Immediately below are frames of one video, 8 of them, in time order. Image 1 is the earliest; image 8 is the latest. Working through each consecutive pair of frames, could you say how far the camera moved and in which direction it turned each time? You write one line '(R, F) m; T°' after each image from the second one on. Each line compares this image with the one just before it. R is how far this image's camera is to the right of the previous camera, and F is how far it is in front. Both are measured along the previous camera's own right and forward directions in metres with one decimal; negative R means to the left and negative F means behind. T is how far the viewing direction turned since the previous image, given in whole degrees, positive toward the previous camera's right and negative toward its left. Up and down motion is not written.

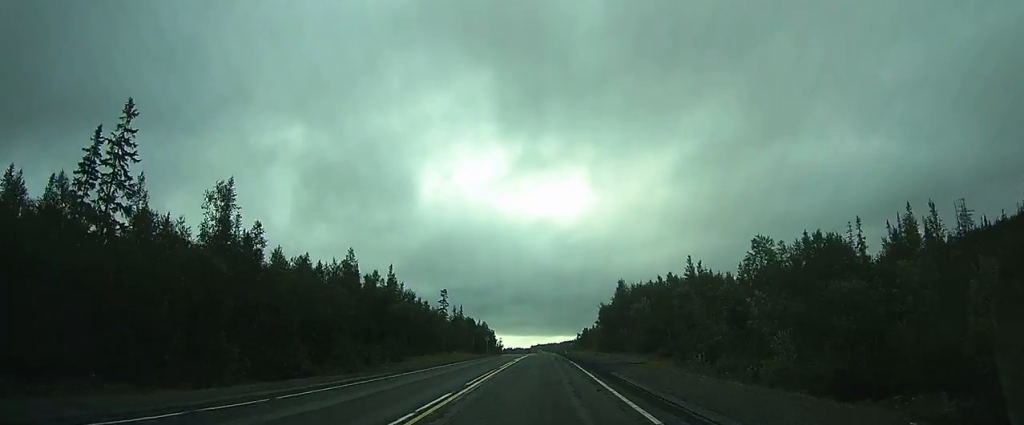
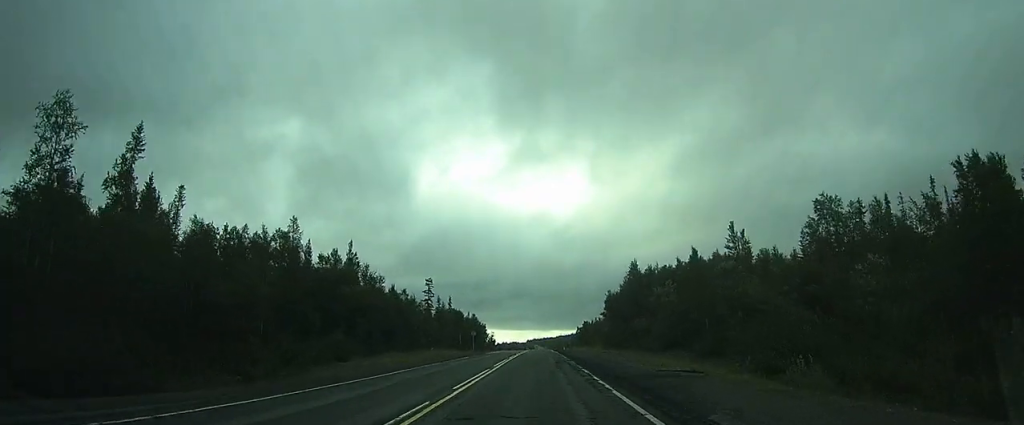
(0.0, +15.0) m; 0°
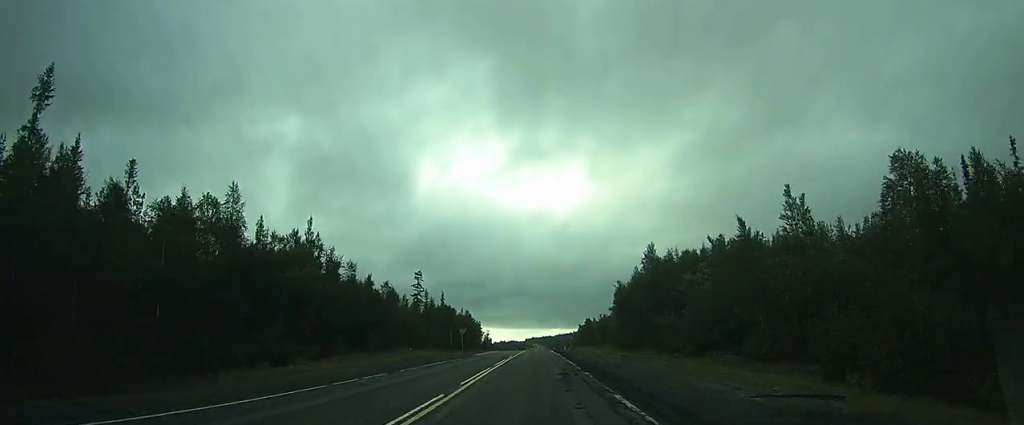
(-0.1, +10.9) m; 0°
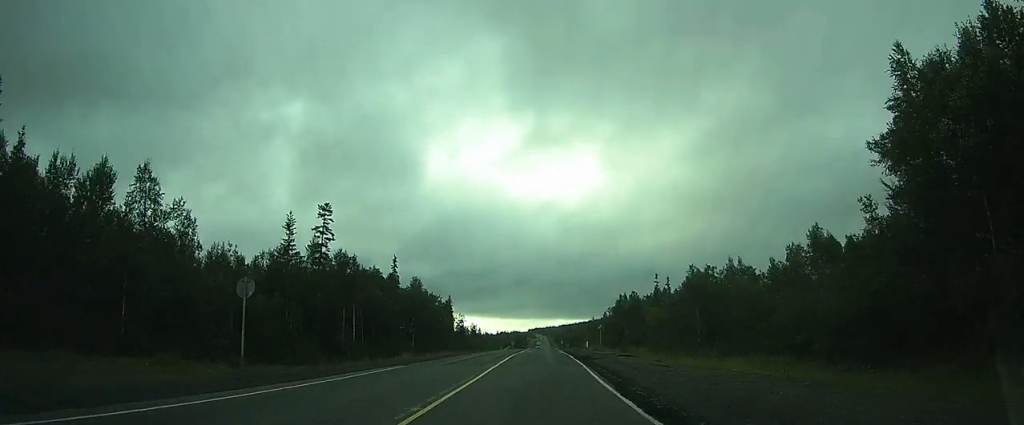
(-0.3, +56.7) m; -1°
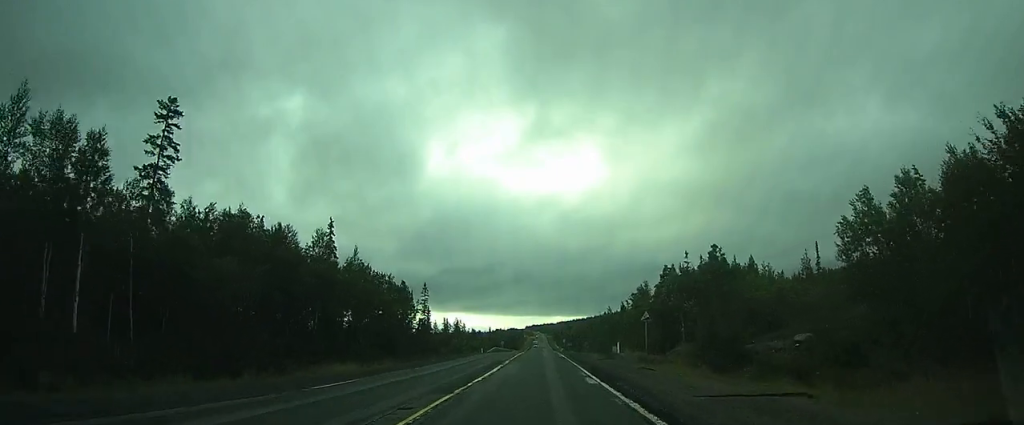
(-0.2, +31.6) m; 0°
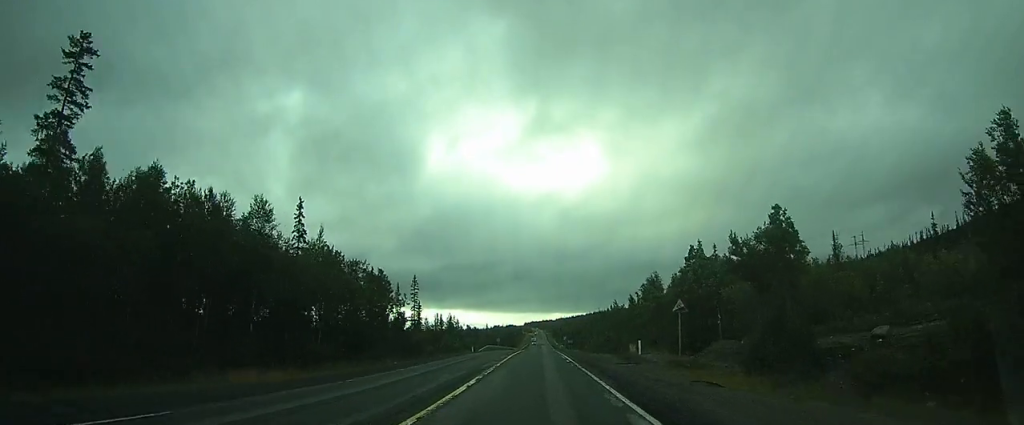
(+0.1, +9.8) m; 0°
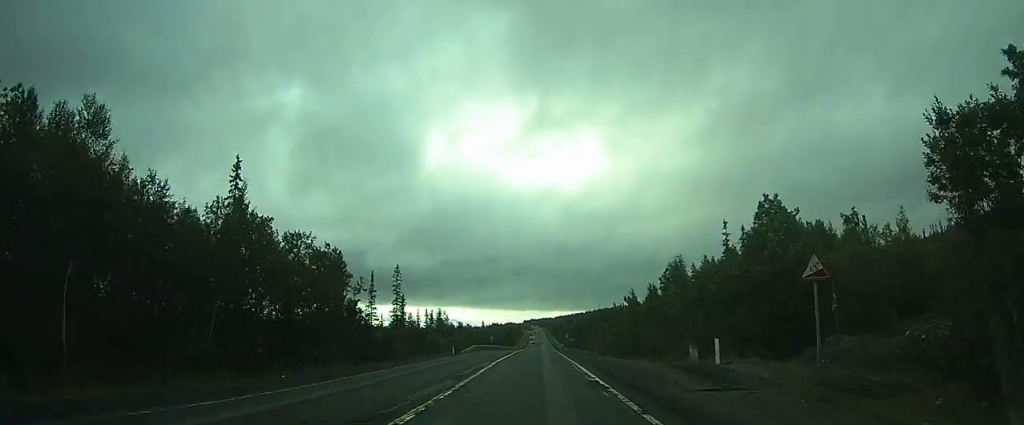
(0.0, +15.1) m; 0°
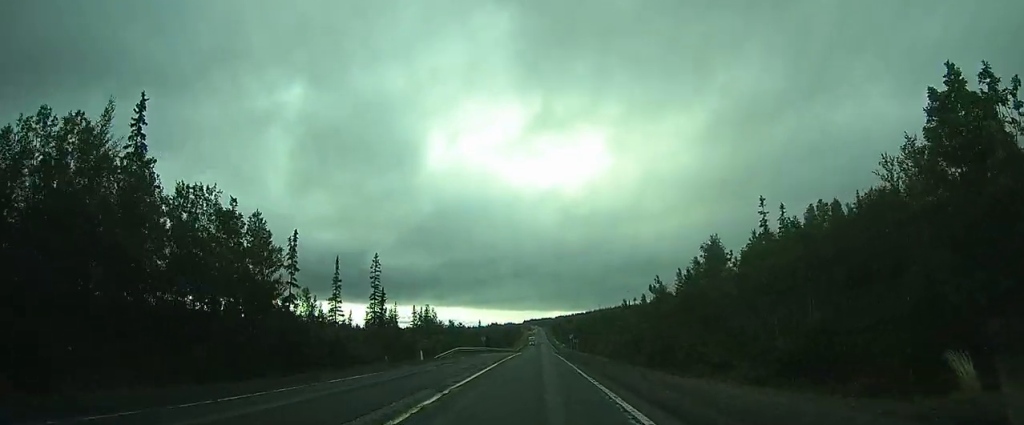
(0.0, +15.1) m; 0°
